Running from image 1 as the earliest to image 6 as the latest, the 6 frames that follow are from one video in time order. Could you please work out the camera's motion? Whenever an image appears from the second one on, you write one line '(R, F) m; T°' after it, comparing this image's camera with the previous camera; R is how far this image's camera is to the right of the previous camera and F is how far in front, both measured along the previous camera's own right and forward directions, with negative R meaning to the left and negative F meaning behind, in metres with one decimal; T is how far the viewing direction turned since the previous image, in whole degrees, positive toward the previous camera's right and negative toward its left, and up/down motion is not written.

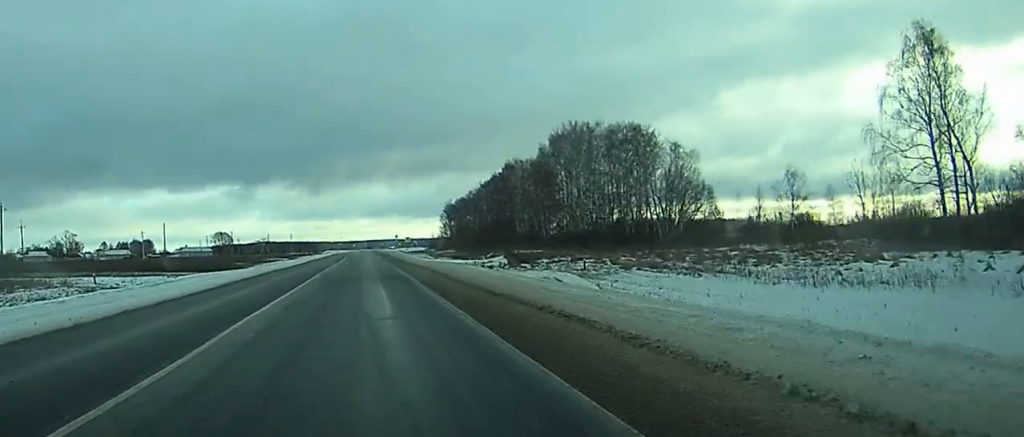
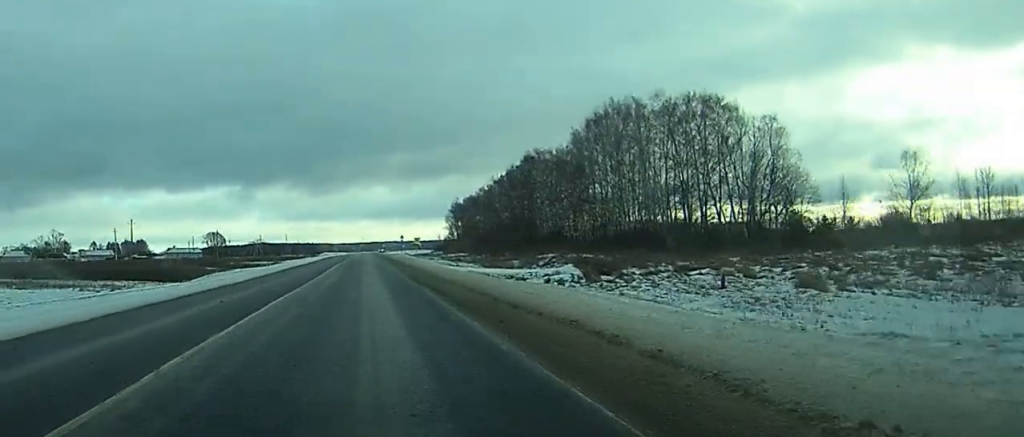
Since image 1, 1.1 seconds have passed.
(0.0, +27.9) m; 0°
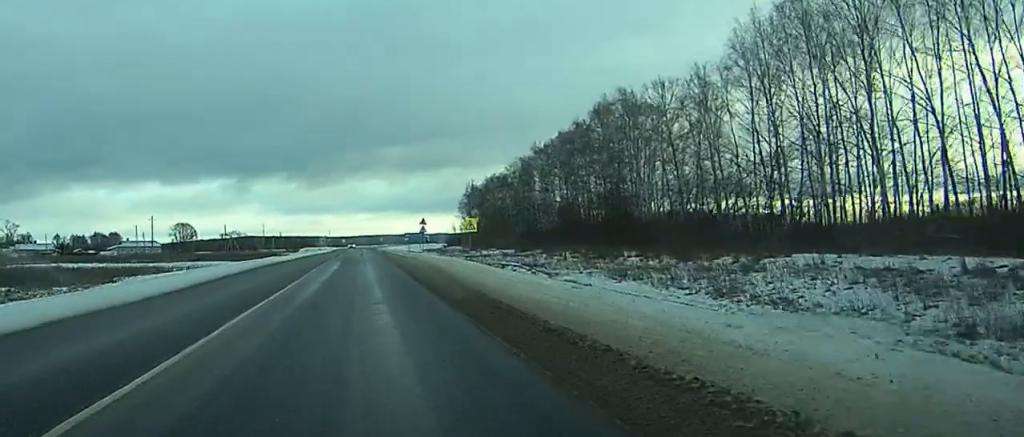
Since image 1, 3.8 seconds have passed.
(+0.2, +71.7) m; 0°
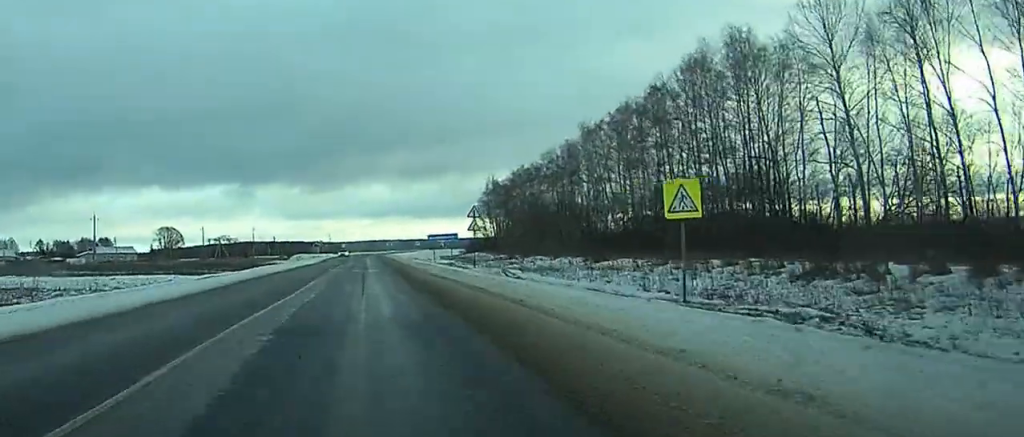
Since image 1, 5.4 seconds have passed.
(+0.3, +41.4) m; 0°
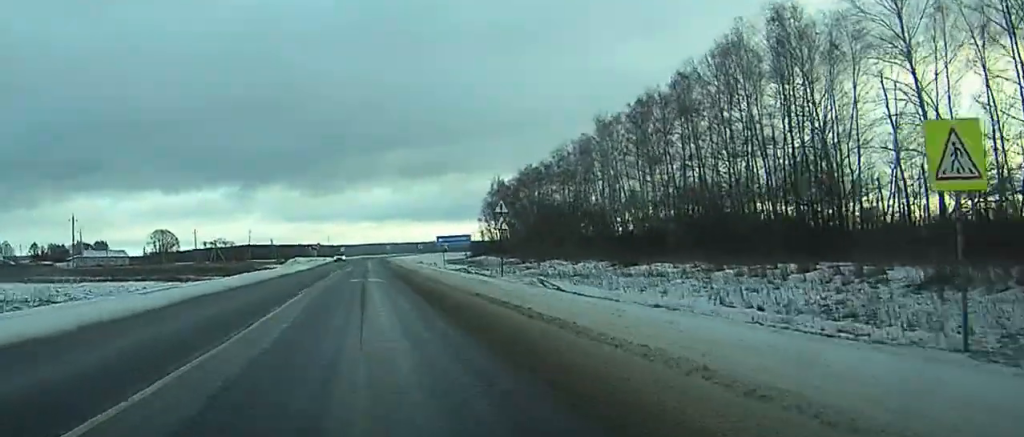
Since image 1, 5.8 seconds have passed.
(0.0, +10.6) m; 0°
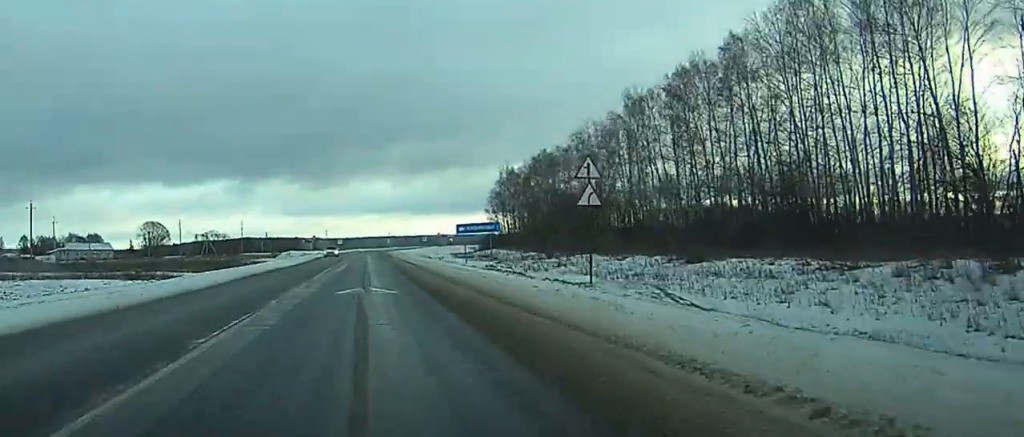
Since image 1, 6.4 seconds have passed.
(0.0, +16.7) m; 0°
